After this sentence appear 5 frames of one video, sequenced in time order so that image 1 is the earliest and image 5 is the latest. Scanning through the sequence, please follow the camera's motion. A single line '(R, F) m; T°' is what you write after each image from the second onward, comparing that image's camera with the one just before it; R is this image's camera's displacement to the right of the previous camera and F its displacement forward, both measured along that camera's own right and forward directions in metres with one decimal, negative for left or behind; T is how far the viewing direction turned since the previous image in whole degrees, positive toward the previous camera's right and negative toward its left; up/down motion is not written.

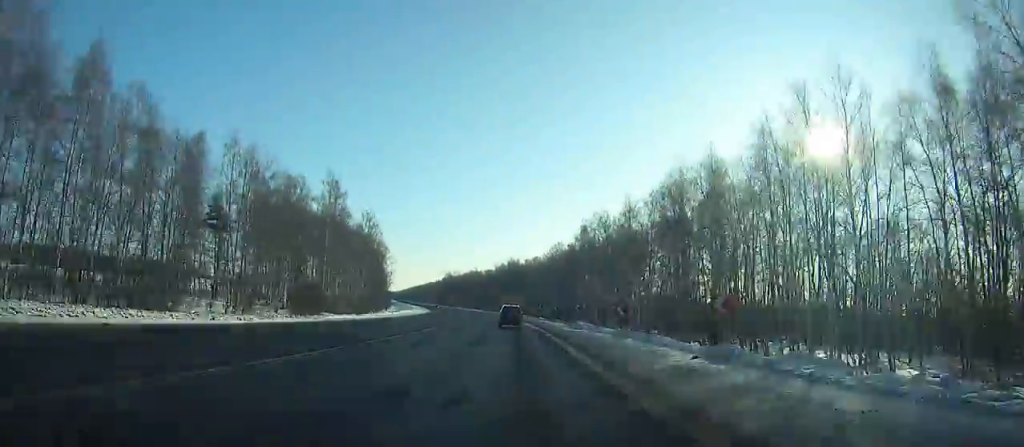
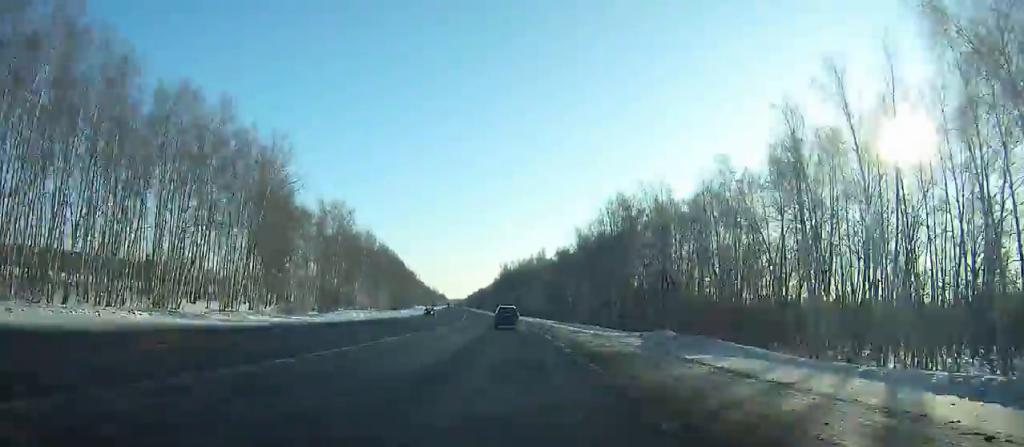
(-9.9, +123.9) m; -7°
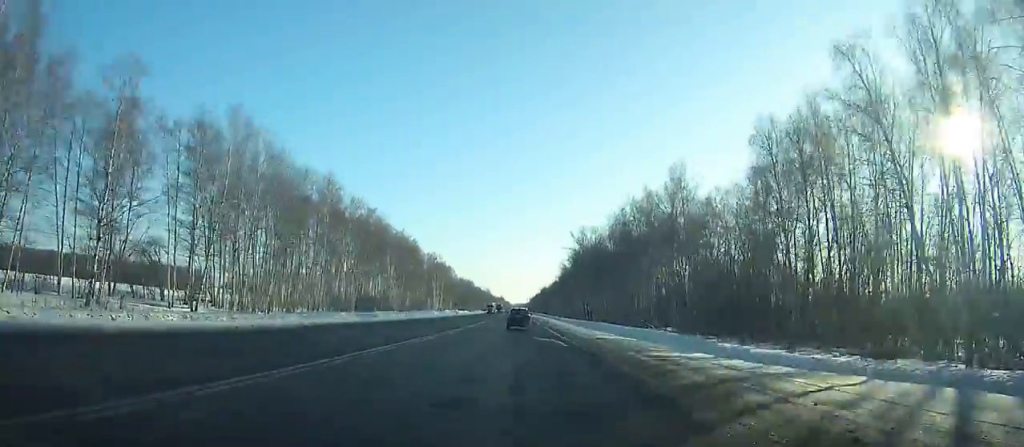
(-3.6, +106.6) m; -5°
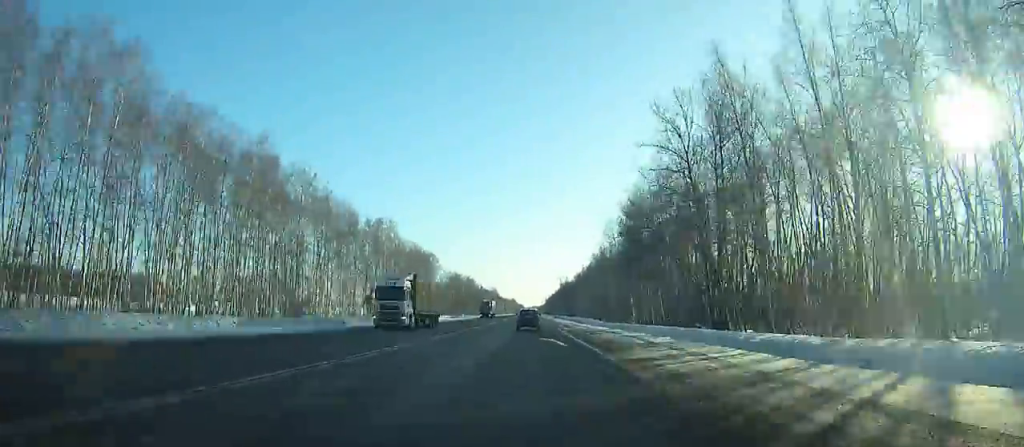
(-2.7, +87.0) m; -2°
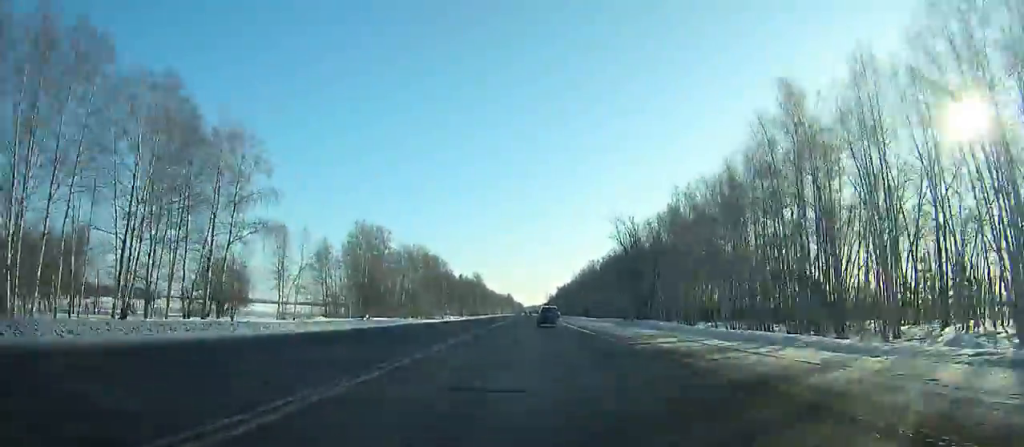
(-0.6, +140.8) m; 0°
